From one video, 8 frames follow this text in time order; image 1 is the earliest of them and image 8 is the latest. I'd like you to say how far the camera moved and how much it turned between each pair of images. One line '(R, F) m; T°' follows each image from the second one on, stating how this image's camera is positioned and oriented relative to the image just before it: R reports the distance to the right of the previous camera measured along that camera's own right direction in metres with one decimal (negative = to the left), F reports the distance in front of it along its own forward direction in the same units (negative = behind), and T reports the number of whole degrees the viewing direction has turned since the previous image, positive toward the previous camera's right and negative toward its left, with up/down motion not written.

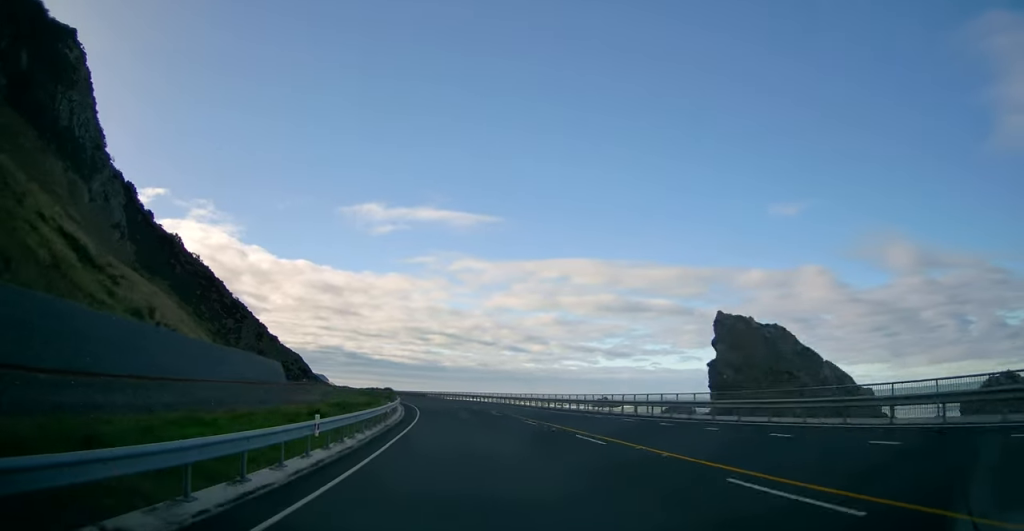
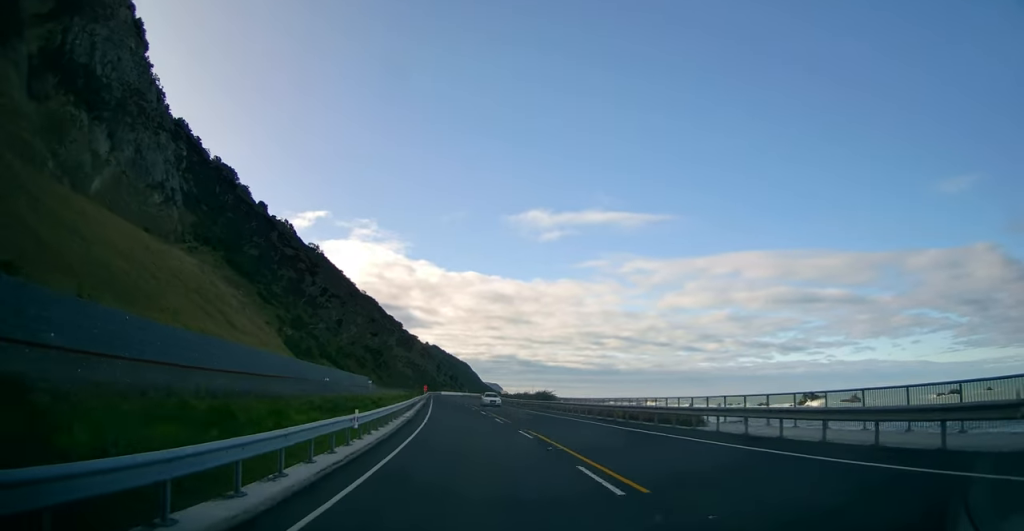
(-11.4, +84.3) m; -14°
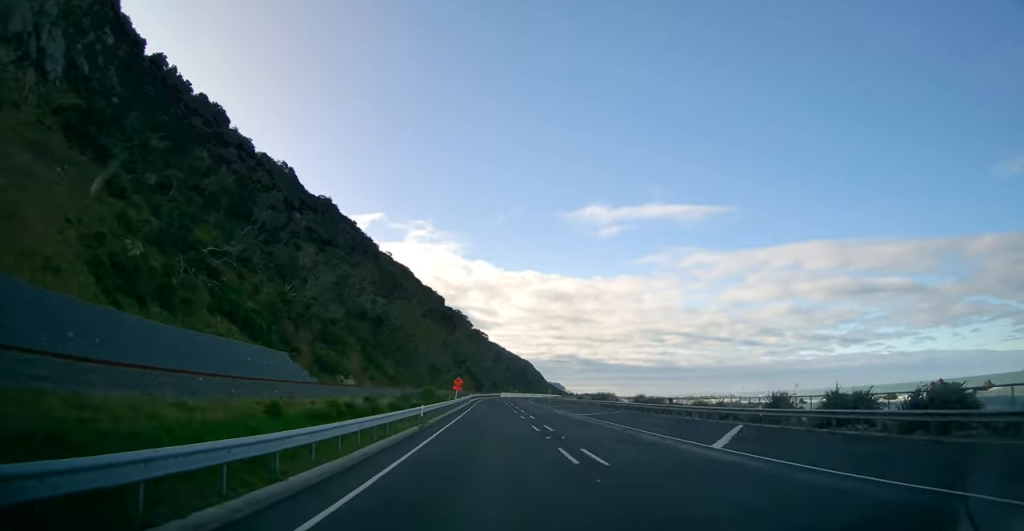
(-6.5, +93.8) m; -4°
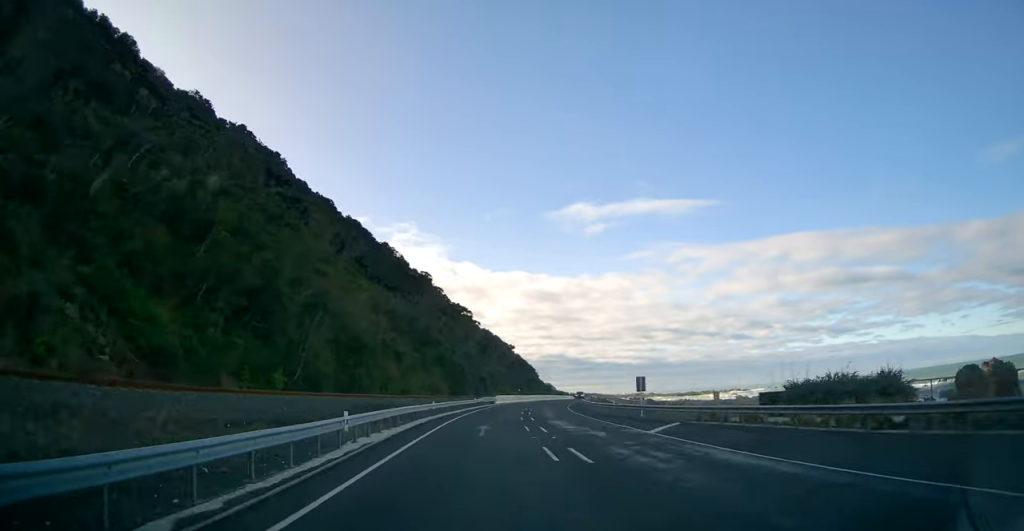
(+0.6, +68.2) m; +5°
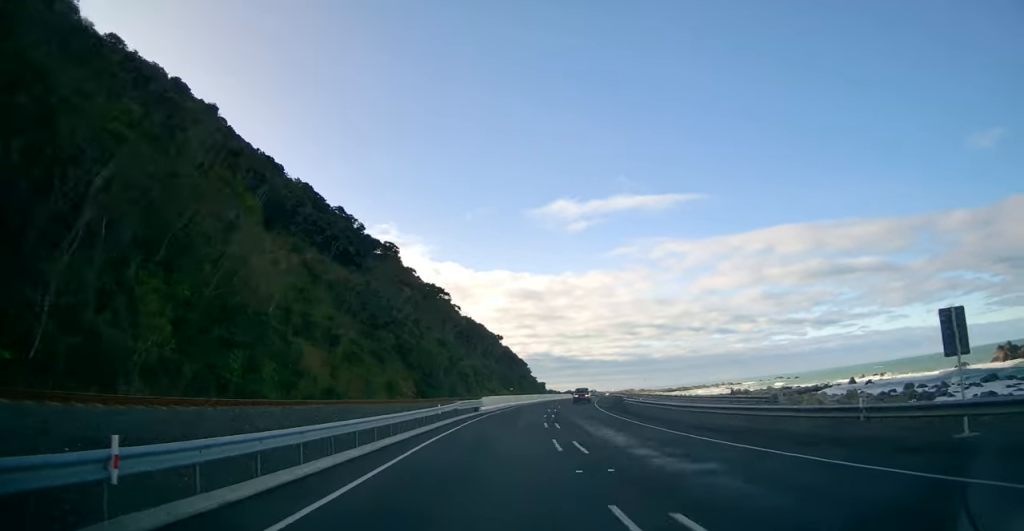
(+0.7, +28.1) m; +3°
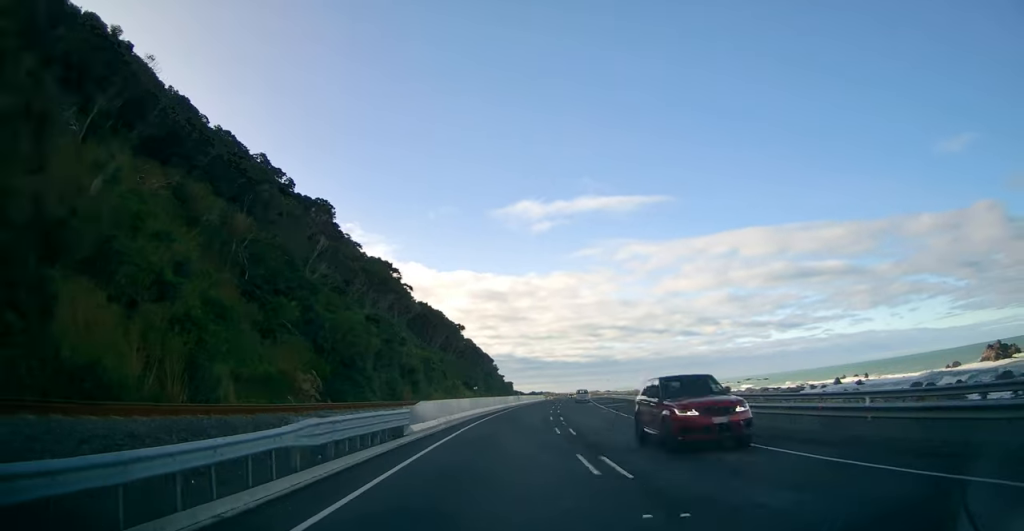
(+1.3, +24.2) m; +3°
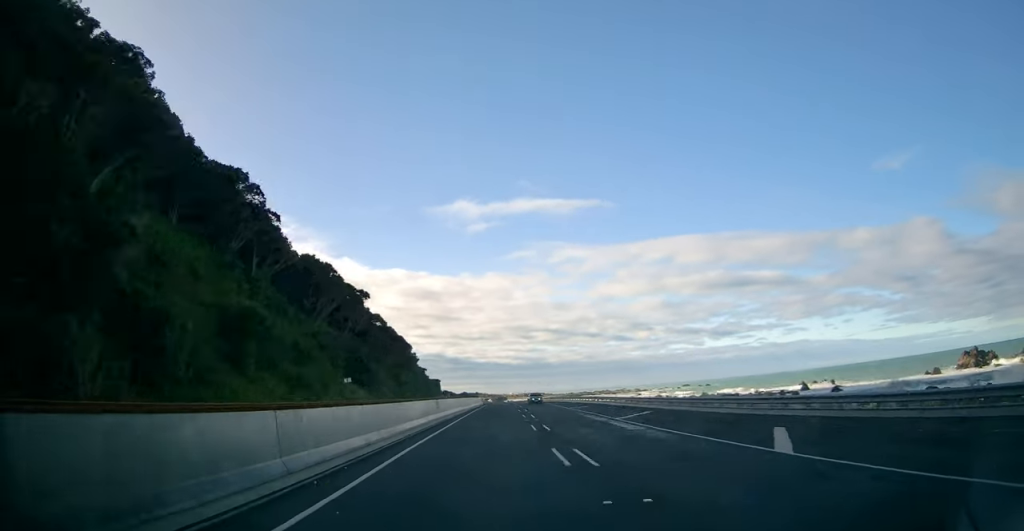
(+1.4, +38.5) m; +3°
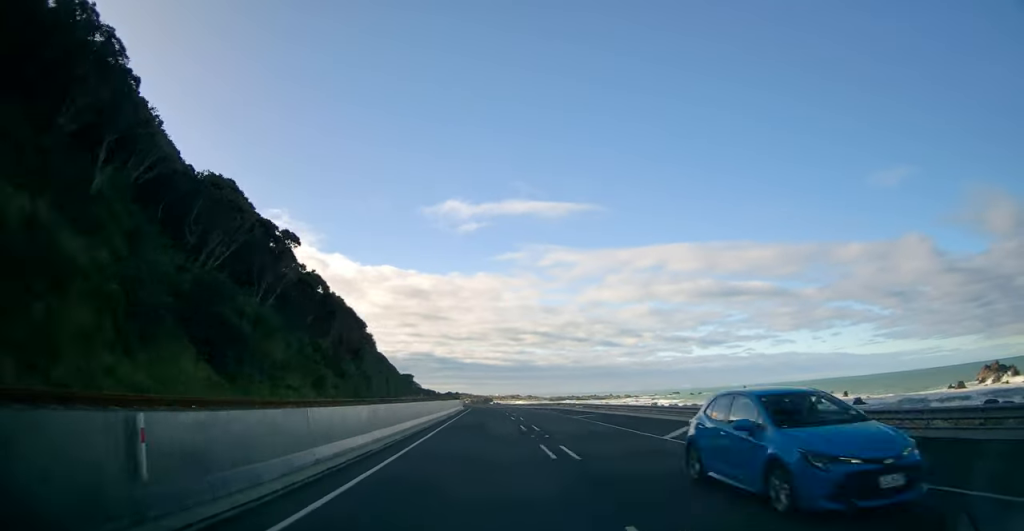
(+0.9, +28.5) m; +1°
